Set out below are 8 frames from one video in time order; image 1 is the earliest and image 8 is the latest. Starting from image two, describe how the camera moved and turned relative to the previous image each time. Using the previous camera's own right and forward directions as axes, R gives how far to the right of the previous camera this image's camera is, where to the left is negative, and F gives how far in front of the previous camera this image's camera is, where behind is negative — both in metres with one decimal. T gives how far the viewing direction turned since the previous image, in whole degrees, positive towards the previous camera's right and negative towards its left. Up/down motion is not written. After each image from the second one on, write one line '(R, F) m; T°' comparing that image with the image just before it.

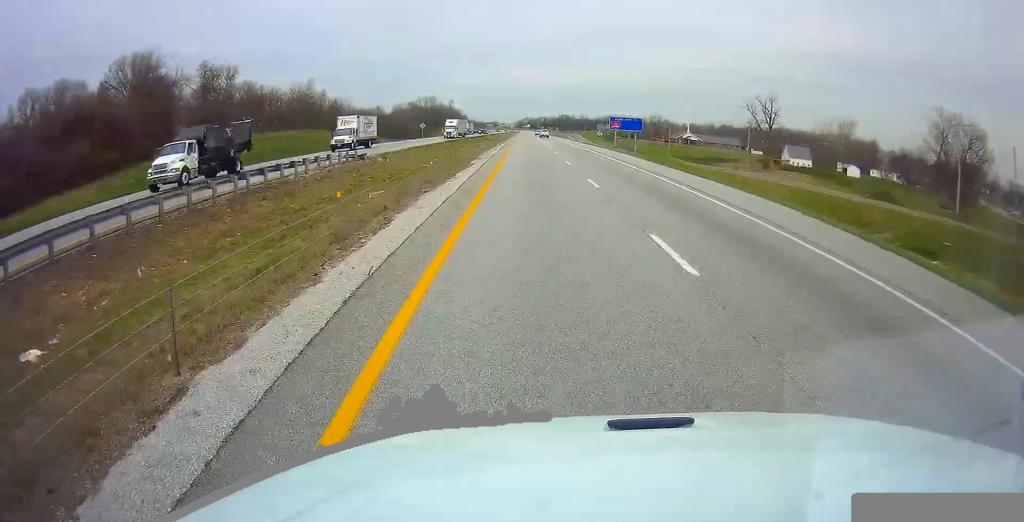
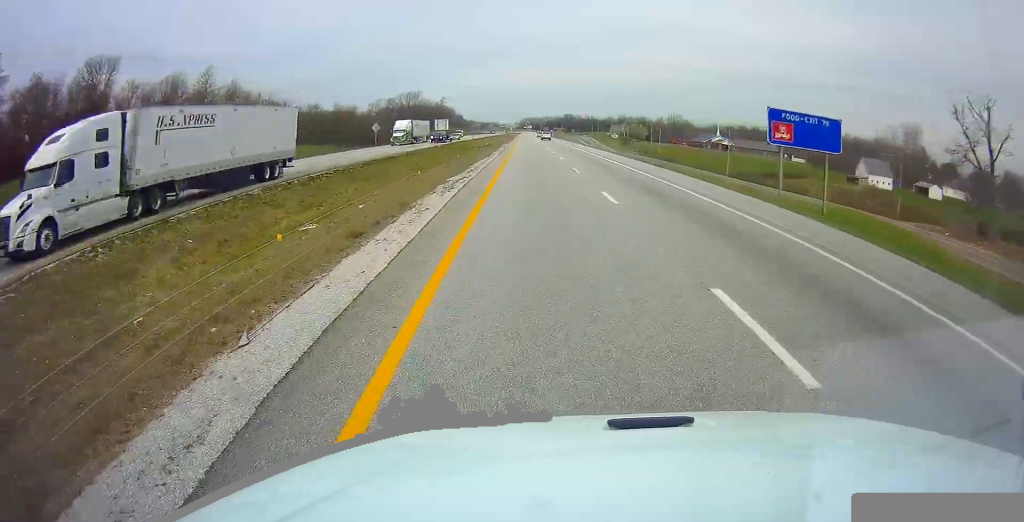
(0.0, +51.9) m; 0°
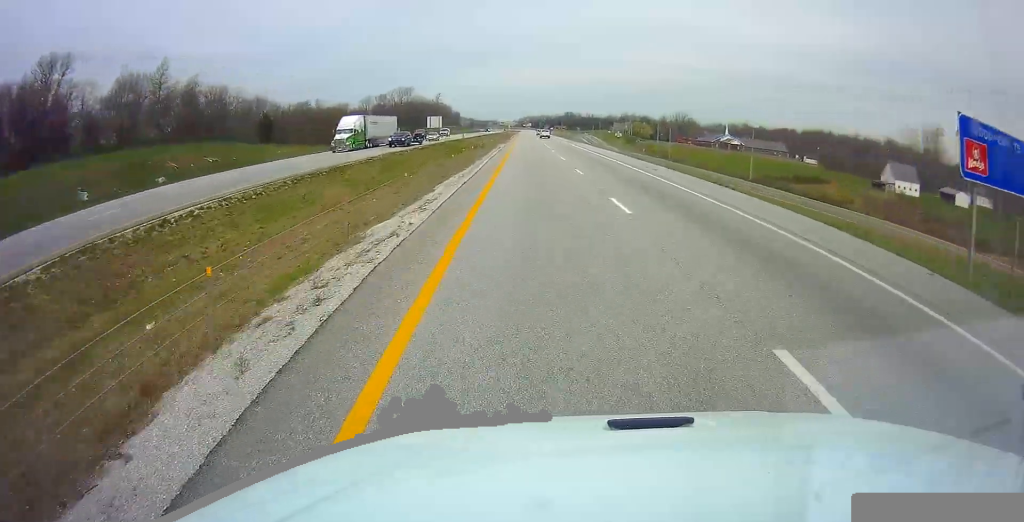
(0.0, +14.3) m; 0°
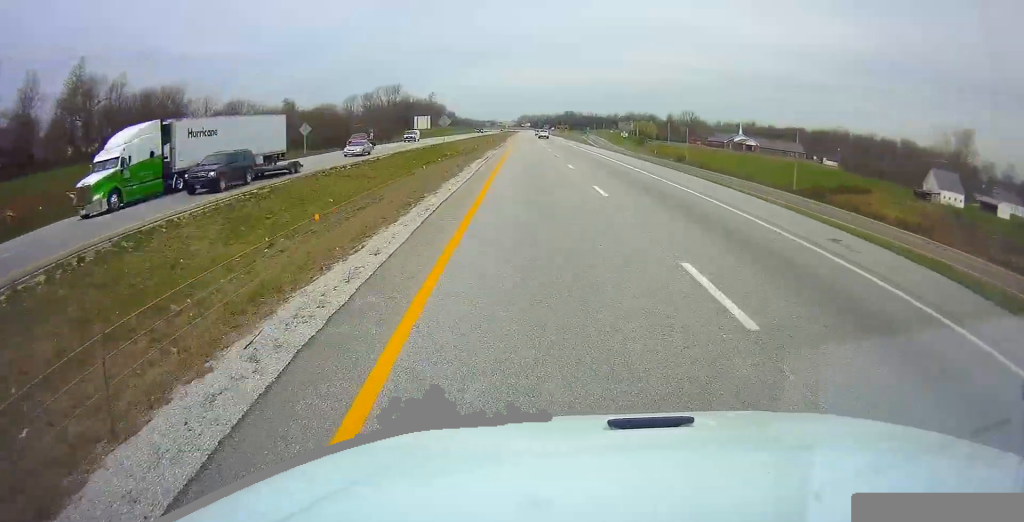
(0.0, +20.5) m; 0°
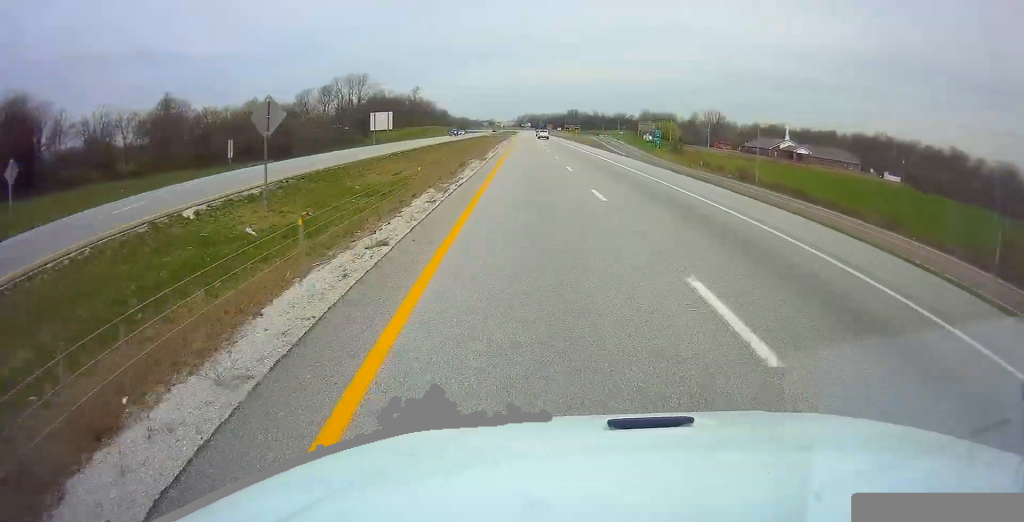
(+0.1, +49.2) m; 0°
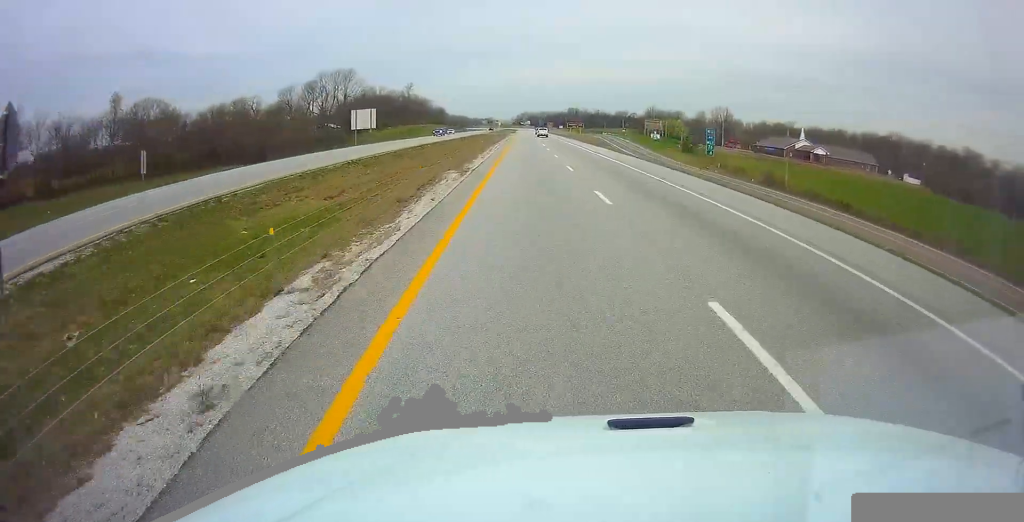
(0.0, +13.3) m; 0°
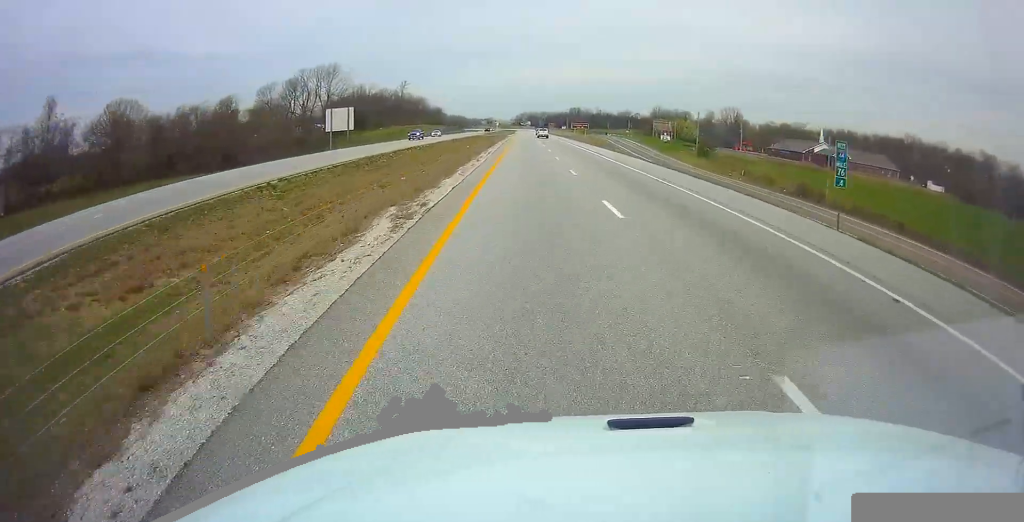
(0.0, +14.4) m; 0°
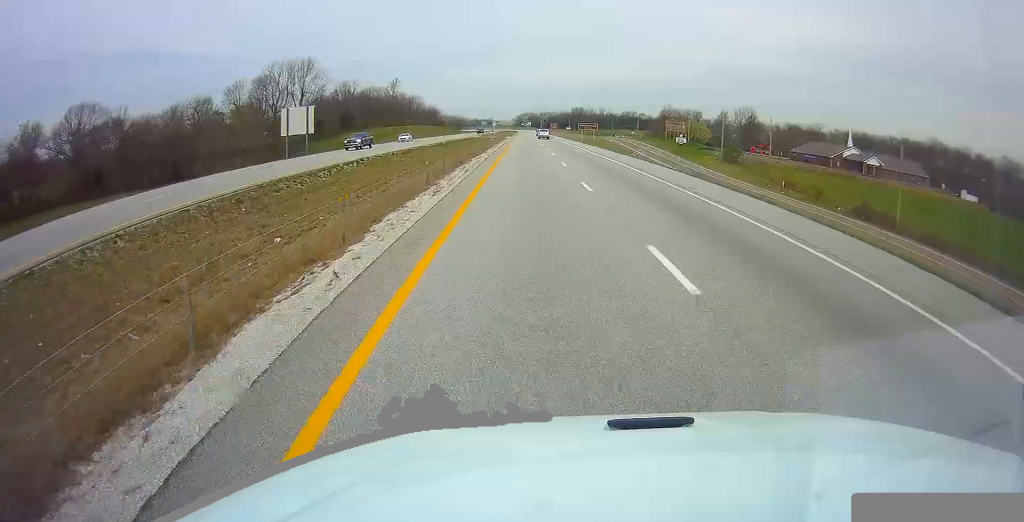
(0.0, +18.6) m; 0°
